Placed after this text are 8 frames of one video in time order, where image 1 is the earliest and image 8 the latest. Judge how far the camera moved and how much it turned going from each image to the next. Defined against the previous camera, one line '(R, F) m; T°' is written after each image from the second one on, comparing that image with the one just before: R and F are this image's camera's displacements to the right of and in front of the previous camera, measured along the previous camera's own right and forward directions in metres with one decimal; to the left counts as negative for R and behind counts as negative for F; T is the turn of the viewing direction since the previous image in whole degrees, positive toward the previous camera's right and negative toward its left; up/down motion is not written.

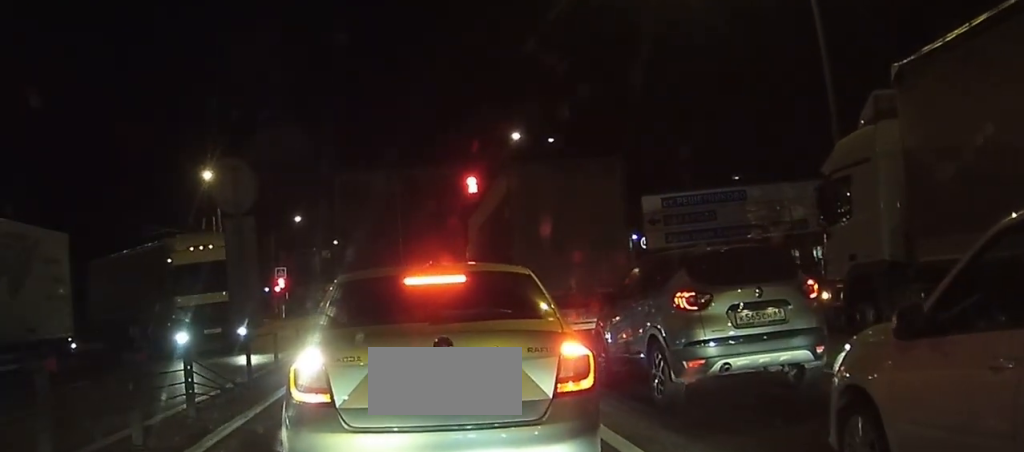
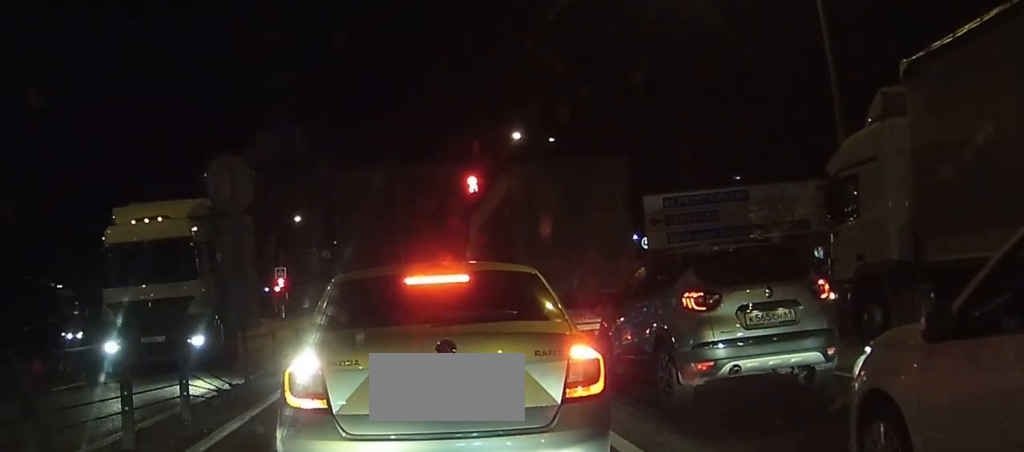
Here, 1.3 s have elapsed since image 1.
(+0.3, +0.2) m; 0°
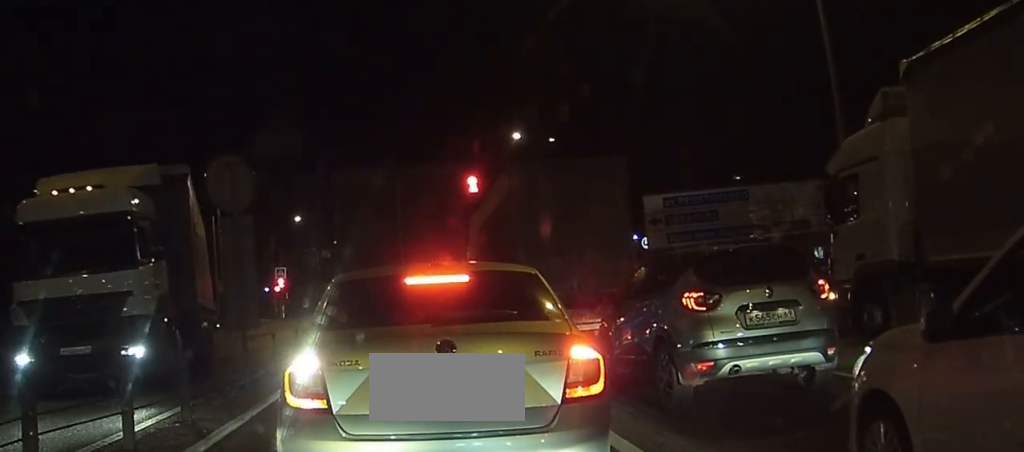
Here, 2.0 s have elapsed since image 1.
(0.0, +0.1) m; 0°
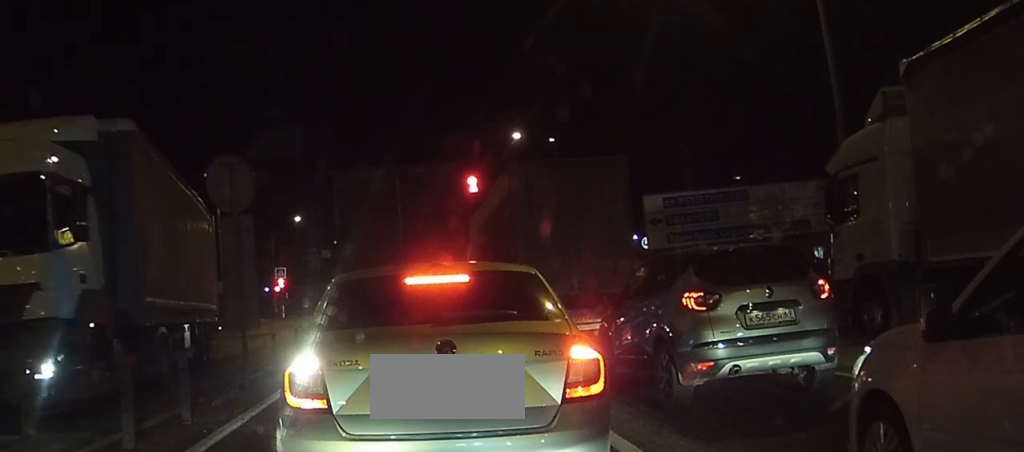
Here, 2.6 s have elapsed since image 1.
(0.0, 0.0) m; 0°
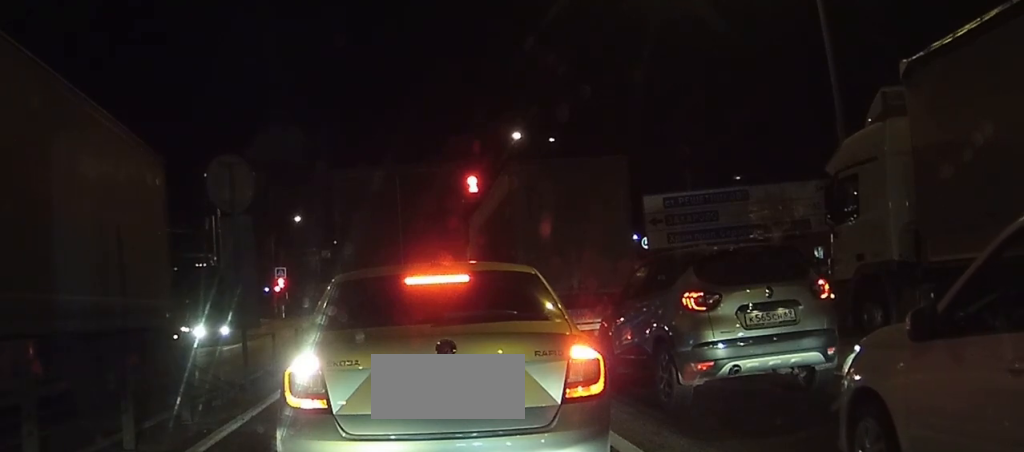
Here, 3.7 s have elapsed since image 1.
(0.0, +0.1) m; 0°
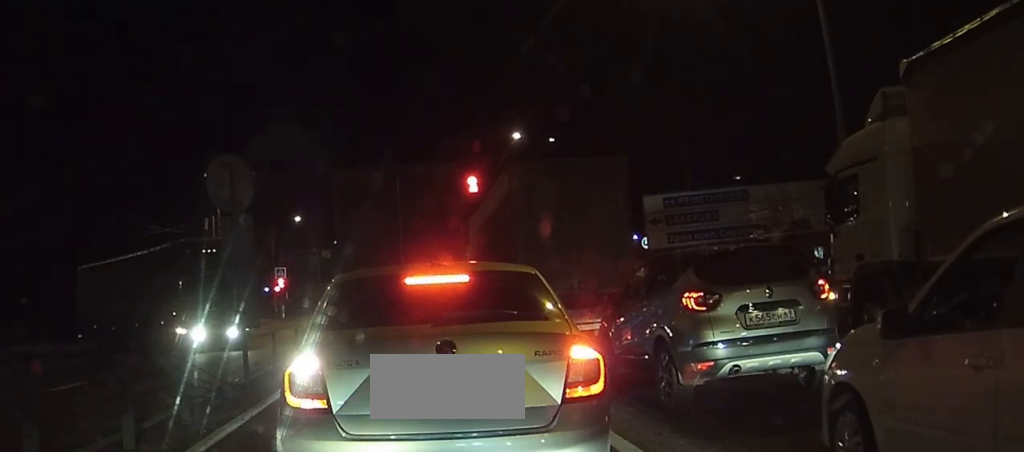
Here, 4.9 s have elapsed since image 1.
(+0.1, +0.1) m; 0°
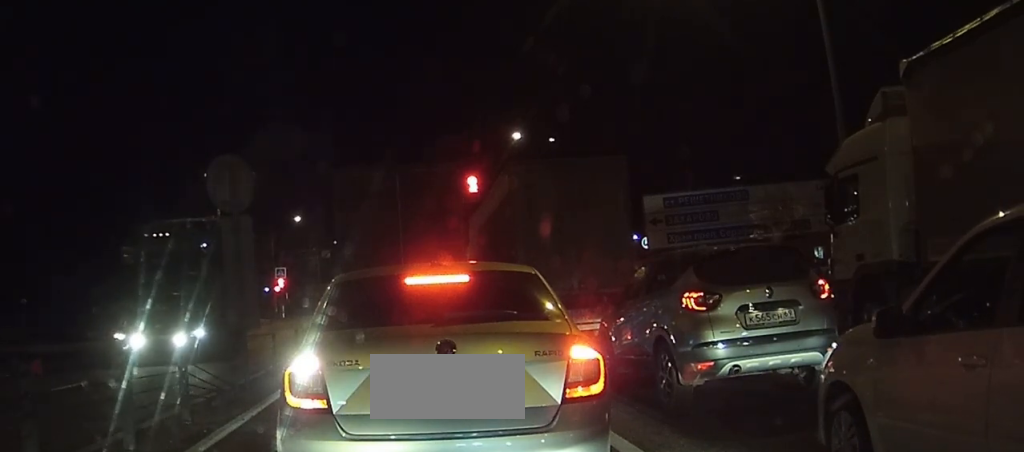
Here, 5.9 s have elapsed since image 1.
(0.0, +0.1) m; 0°
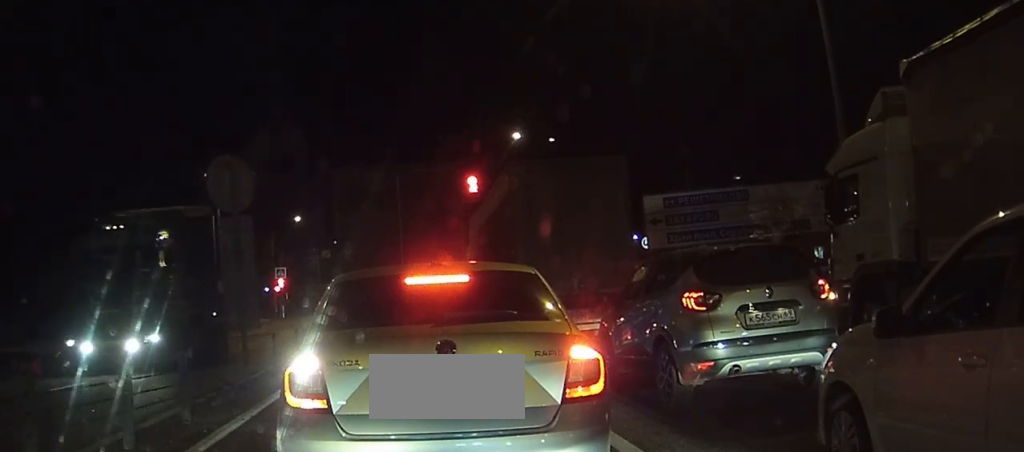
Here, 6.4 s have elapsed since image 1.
(0.0, 0.0) m; 0°
